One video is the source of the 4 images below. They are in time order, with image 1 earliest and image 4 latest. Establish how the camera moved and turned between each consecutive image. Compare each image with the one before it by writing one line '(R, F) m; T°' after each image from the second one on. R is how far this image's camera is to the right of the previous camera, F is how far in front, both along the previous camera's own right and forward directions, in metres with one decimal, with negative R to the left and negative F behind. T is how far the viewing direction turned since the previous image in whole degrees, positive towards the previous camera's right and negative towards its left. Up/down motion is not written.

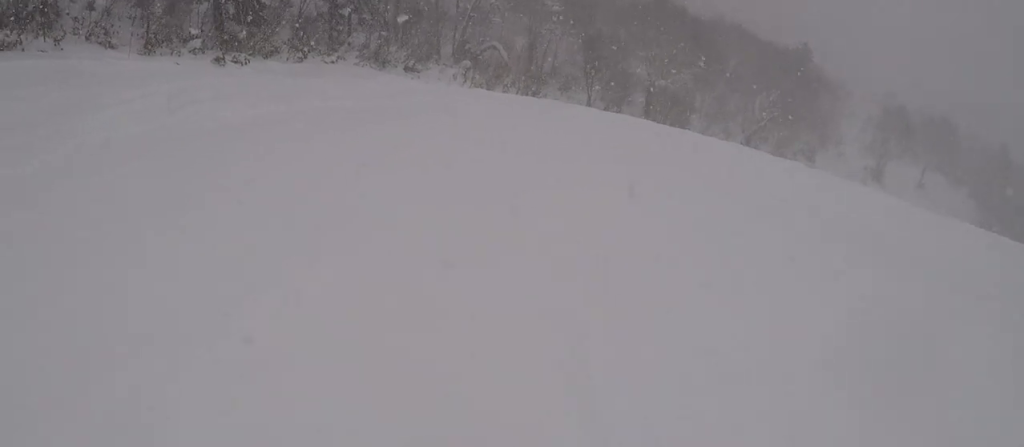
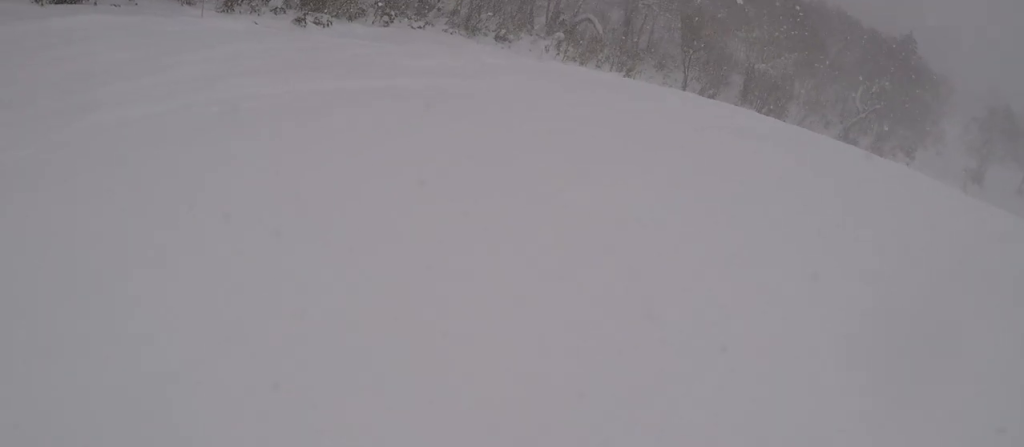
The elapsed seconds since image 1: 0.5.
(0.0, +2.2) m; -6°
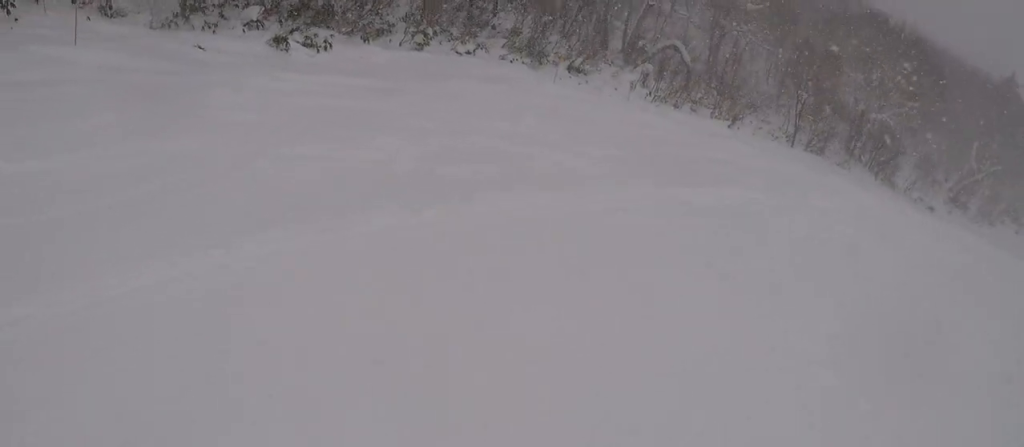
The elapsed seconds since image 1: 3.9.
(-1.2, +15.2) m; 0°
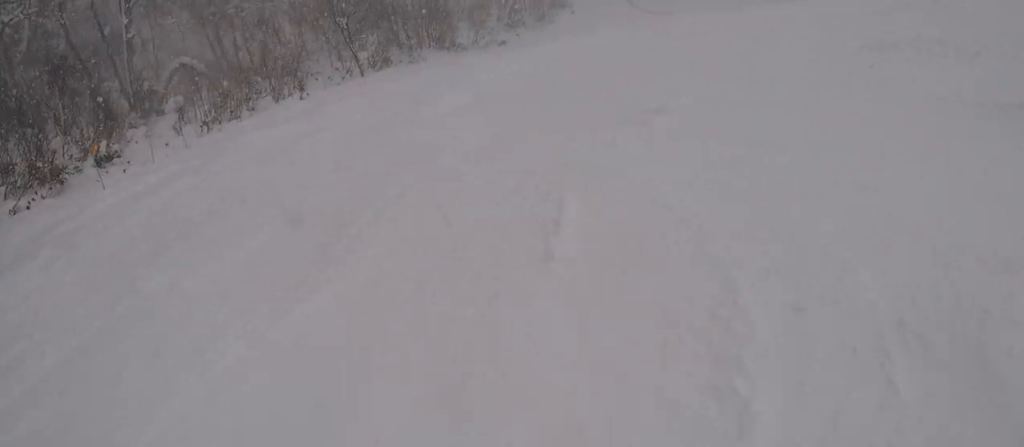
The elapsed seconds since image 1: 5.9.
(+0.4, +9.8) m; +21°
